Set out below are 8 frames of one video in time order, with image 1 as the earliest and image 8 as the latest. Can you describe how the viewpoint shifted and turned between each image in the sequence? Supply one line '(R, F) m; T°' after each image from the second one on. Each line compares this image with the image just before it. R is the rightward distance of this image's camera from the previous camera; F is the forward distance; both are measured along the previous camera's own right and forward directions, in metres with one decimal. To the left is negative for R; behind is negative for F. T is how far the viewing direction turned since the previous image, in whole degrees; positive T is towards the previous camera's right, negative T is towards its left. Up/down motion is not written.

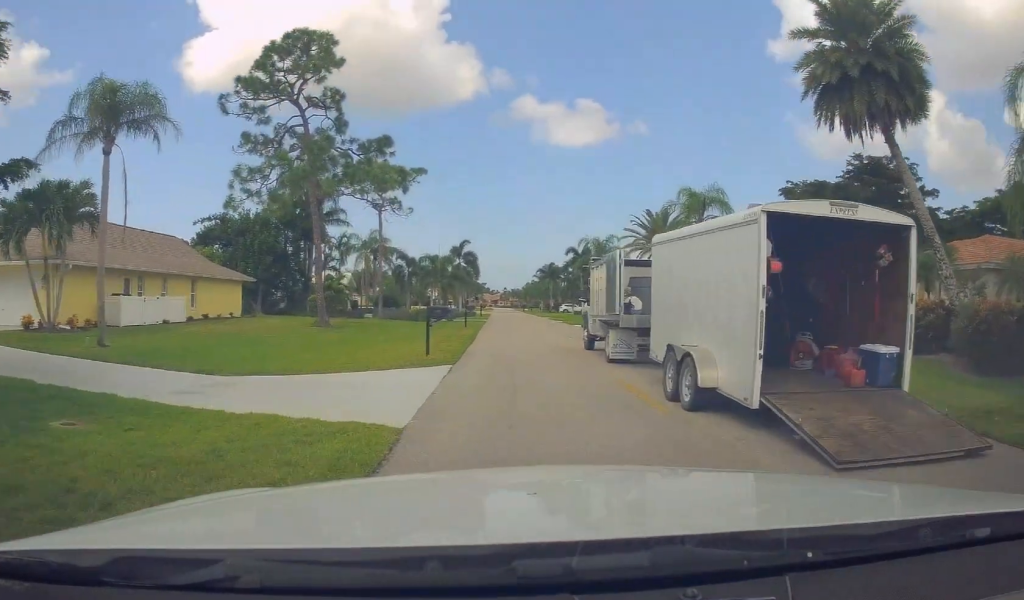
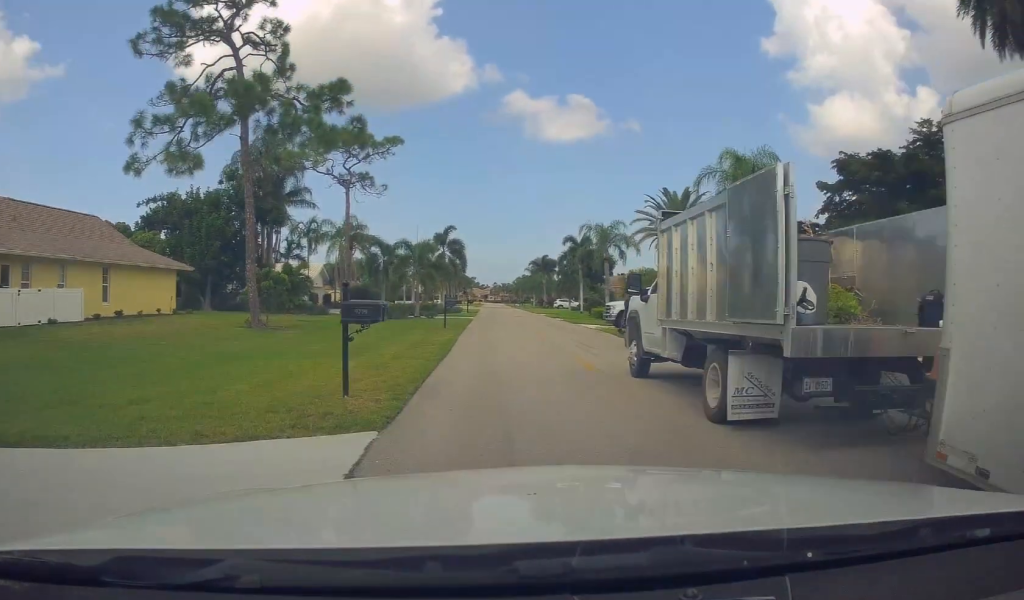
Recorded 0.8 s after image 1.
(-0.3, +8.5) m; -1°
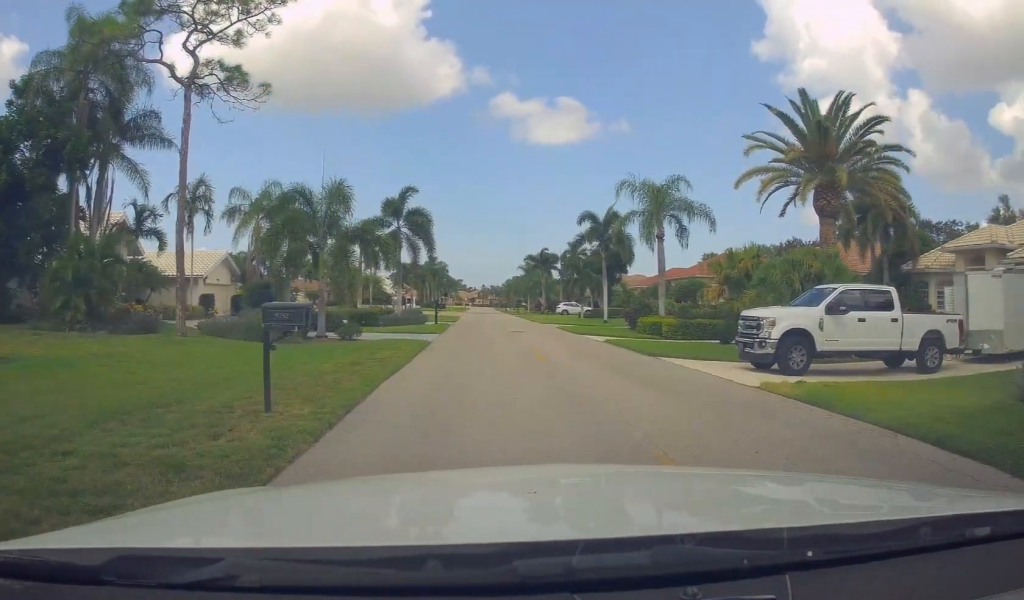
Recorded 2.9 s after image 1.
(-0.1, +22.0) m; -2°
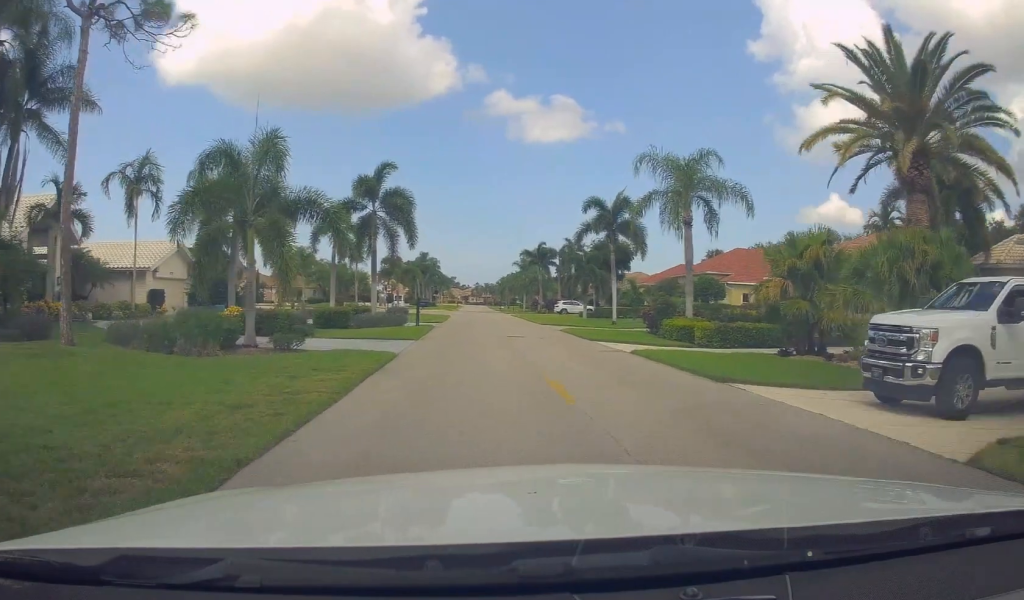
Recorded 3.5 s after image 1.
(-0.1, +6.2) m; 0°
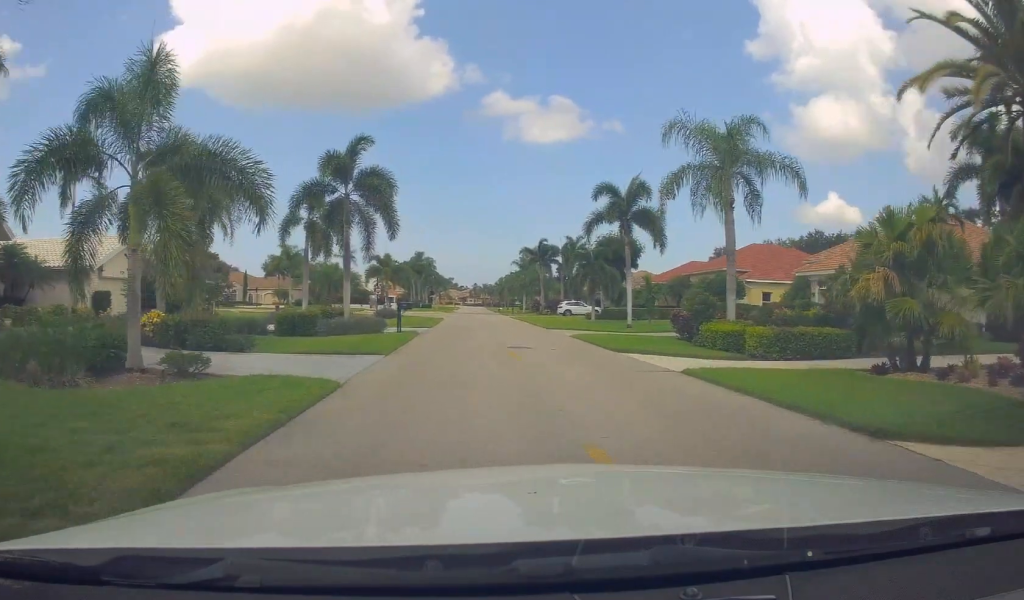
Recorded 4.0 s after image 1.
(-0.1, +5.2) m; +2°
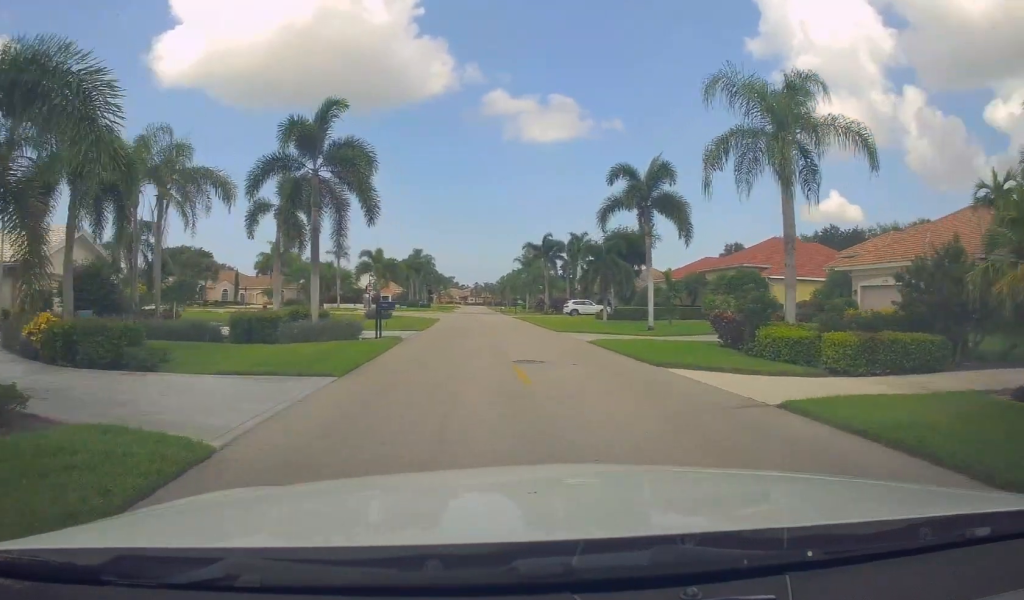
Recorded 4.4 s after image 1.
(0.0, +4.2) m; +1°
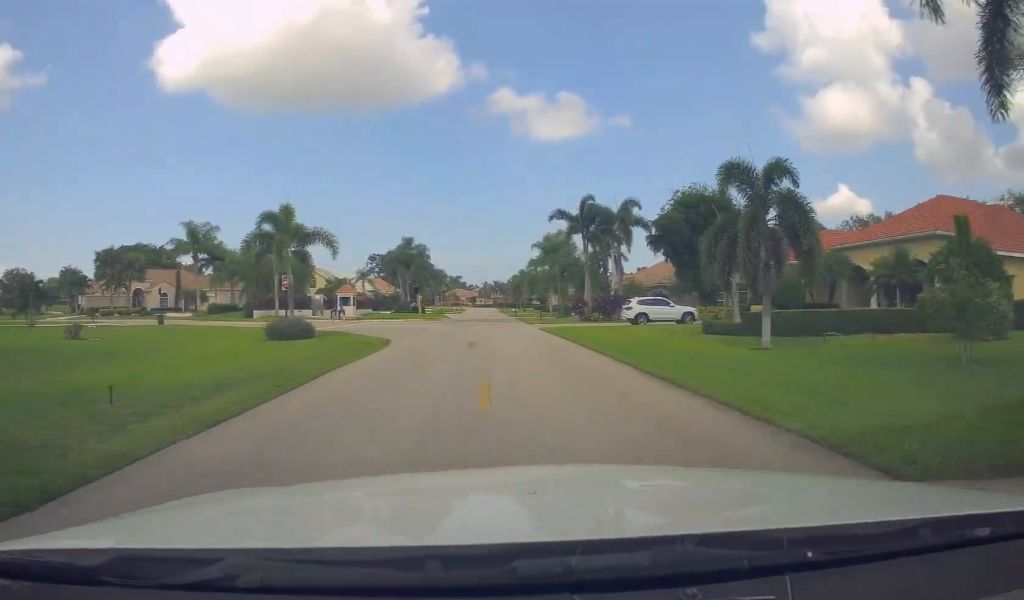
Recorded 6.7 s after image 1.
(-0.4, +25.4) m; -3°
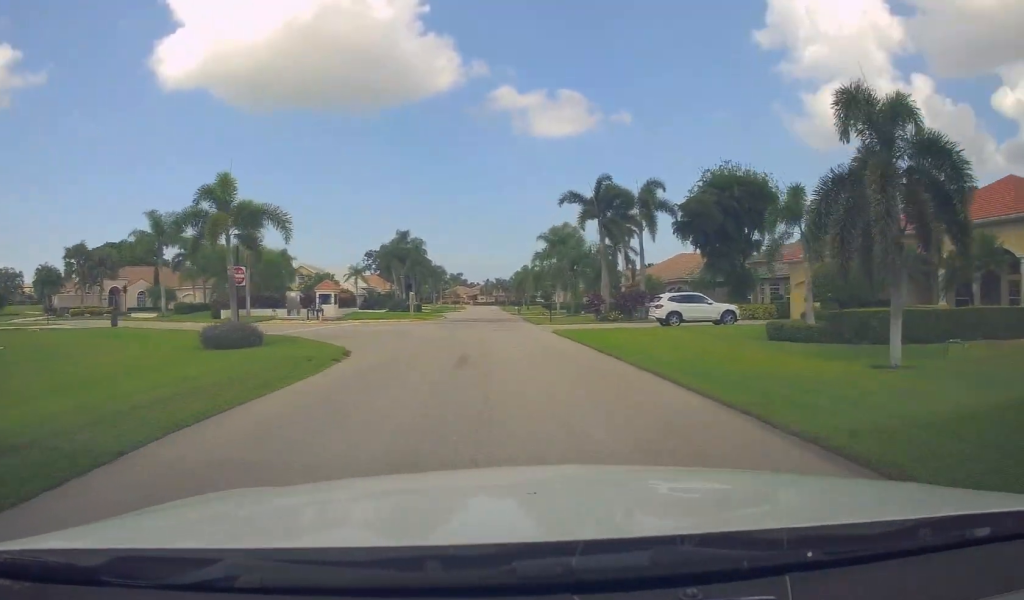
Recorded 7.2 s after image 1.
(0.0, +6.2) m; 0°
